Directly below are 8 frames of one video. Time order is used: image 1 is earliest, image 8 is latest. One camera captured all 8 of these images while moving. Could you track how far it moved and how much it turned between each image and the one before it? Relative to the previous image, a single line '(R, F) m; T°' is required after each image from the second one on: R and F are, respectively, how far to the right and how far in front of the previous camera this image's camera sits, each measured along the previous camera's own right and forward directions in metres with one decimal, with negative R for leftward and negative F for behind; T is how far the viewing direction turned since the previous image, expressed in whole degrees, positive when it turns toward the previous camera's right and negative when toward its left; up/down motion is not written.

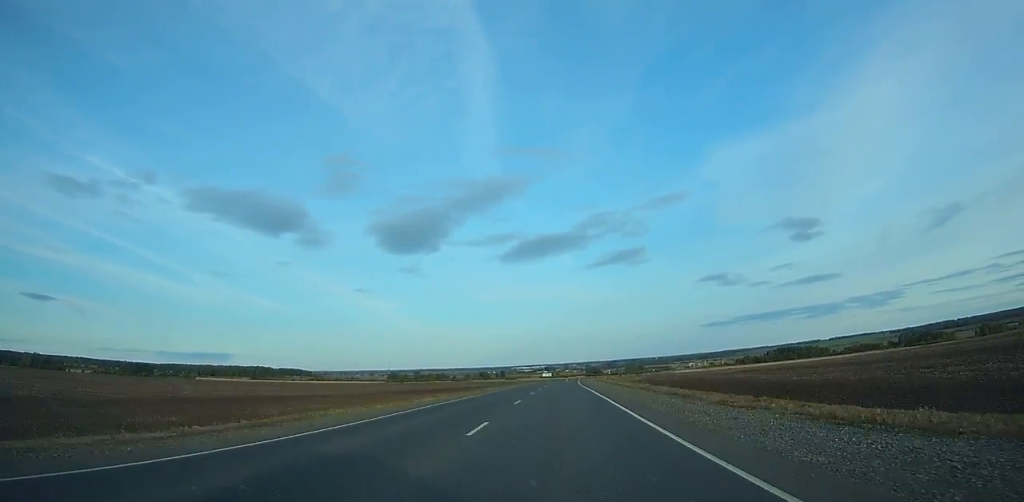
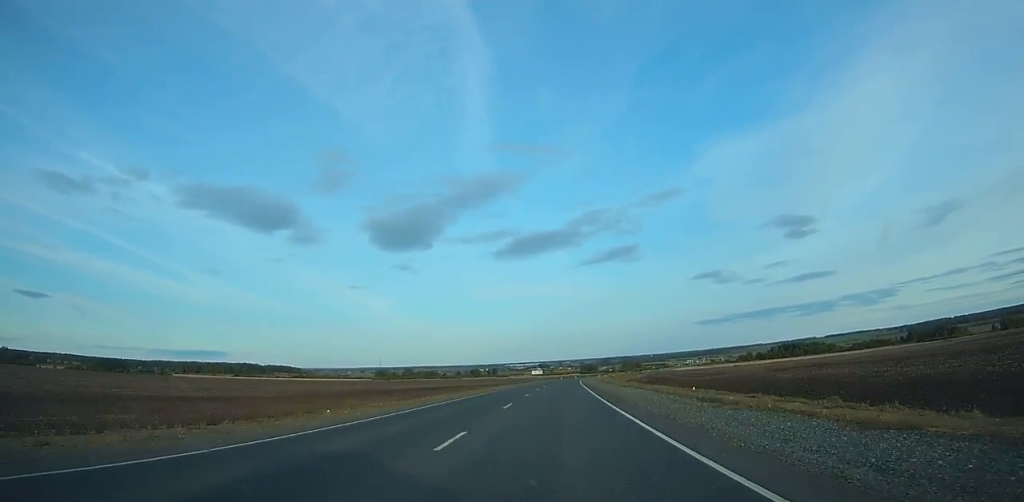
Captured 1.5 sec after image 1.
(+0.3, +38.7) m; +1°
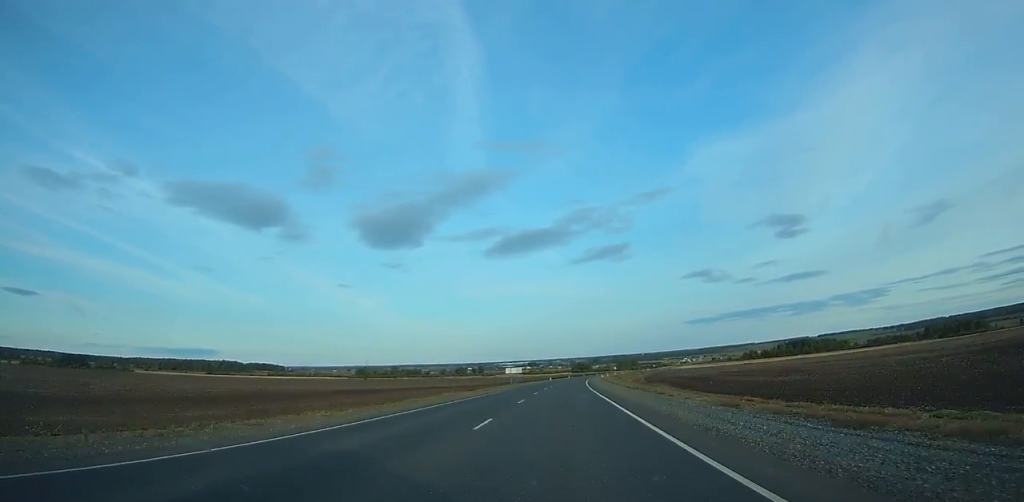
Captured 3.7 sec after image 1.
(+0.4, +56.3) m; +1°
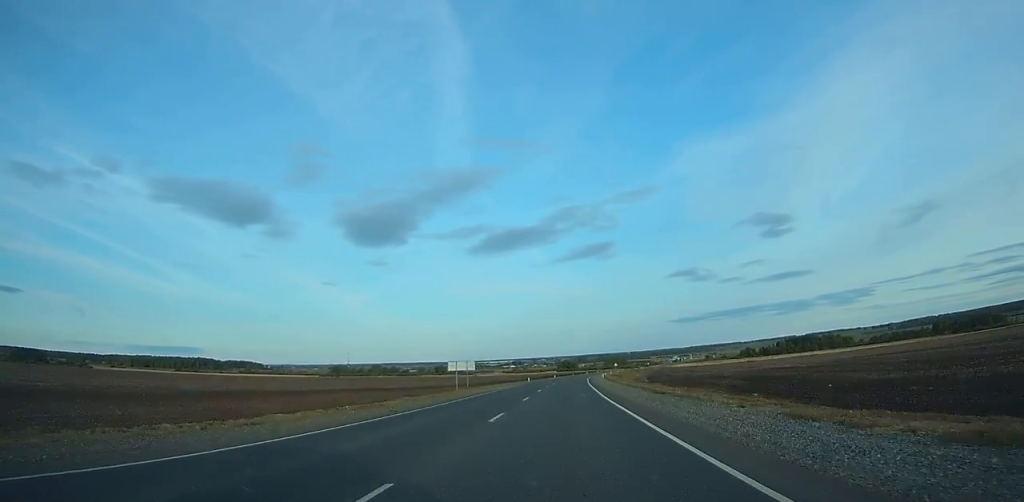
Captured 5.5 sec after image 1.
(+0.3, +46.0) m; +1°
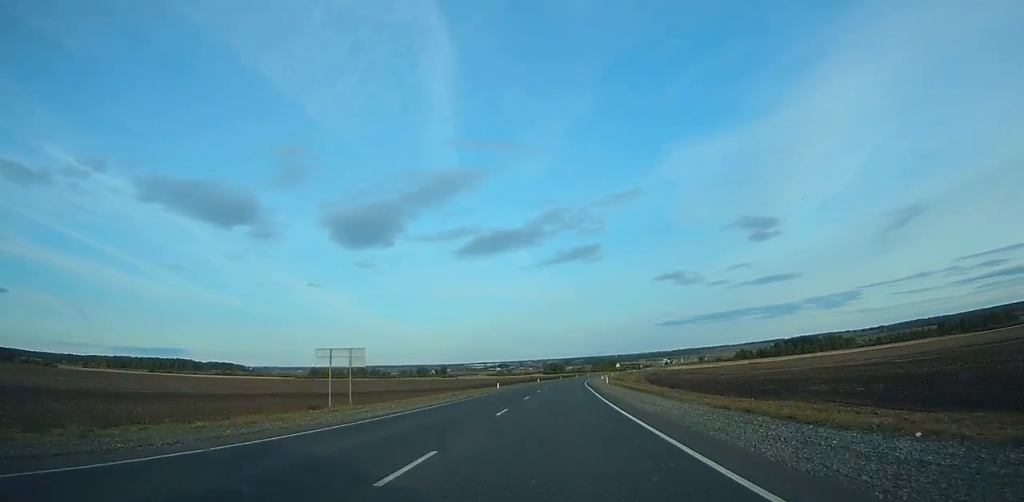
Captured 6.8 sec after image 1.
(0.0, +33.1) m; +1°
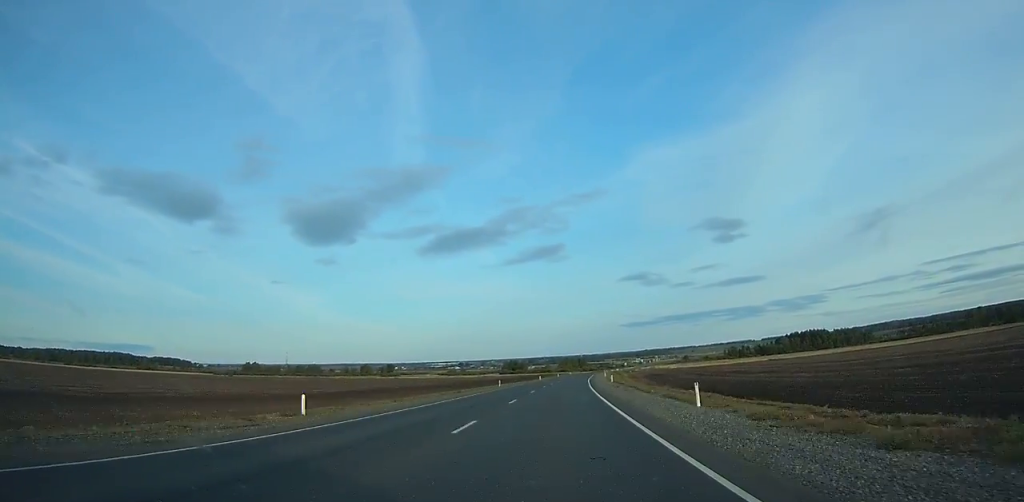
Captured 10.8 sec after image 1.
(+2.8, +101.6) m; +3°
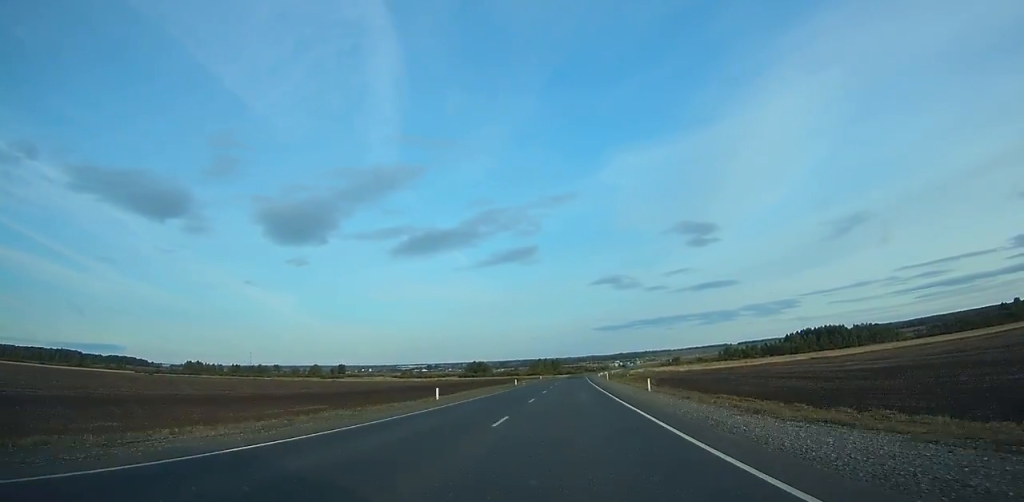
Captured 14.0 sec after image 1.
(+2.1, +81.8) m; +3°
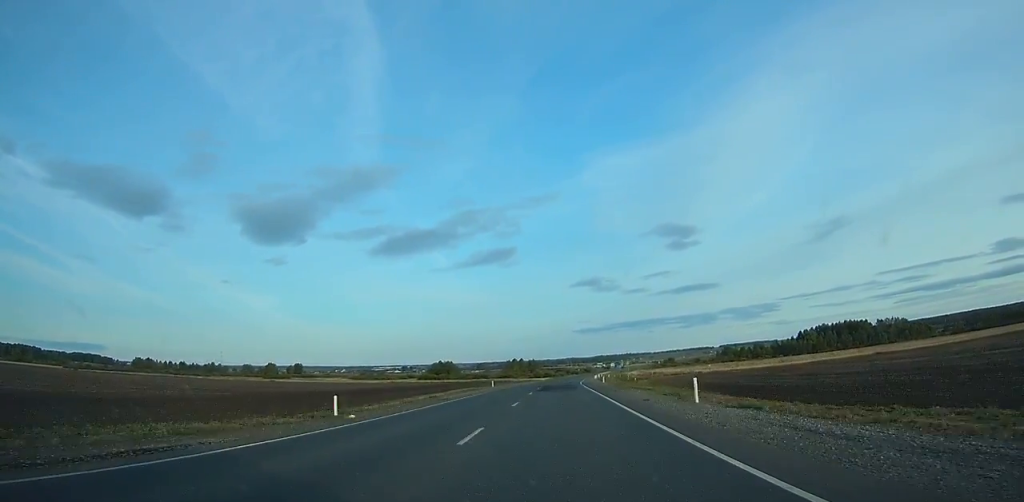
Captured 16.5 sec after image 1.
(+1.2, +64.5) m; +2°
